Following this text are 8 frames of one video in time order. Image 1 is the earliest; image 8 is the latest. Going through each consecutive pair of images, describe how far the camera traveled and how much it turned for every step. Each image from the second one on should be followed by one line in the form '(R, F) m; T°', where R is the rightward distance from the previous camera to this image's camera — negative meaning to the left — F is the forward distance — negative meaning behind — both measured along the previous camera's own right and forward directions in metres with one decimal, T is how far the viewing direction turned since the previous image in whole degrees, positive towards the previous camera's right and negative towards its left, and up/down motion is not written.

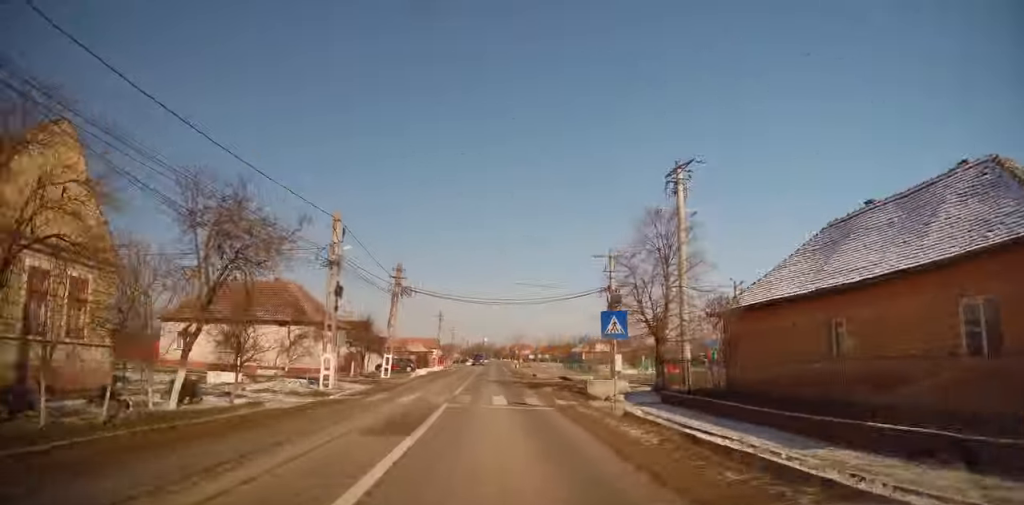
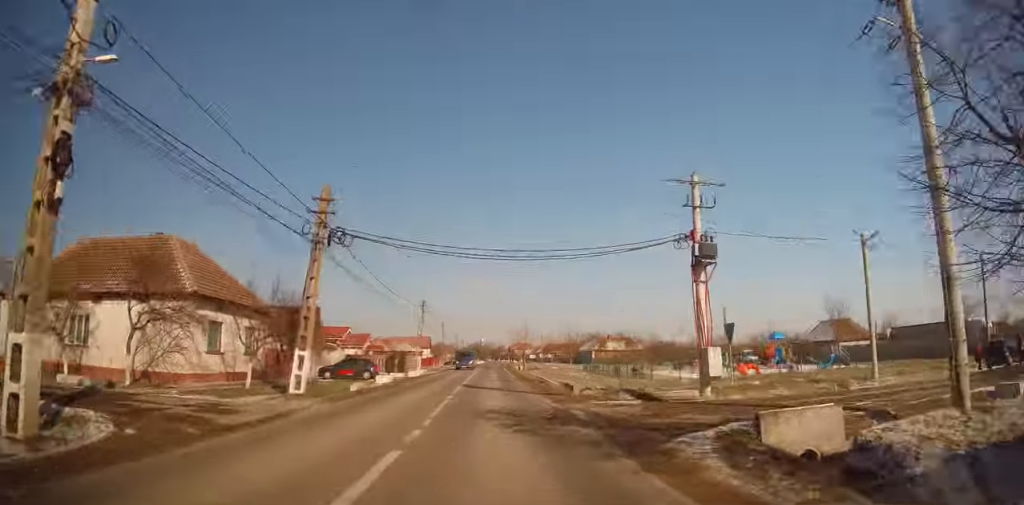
(+0.2, +17.8) m; 0°
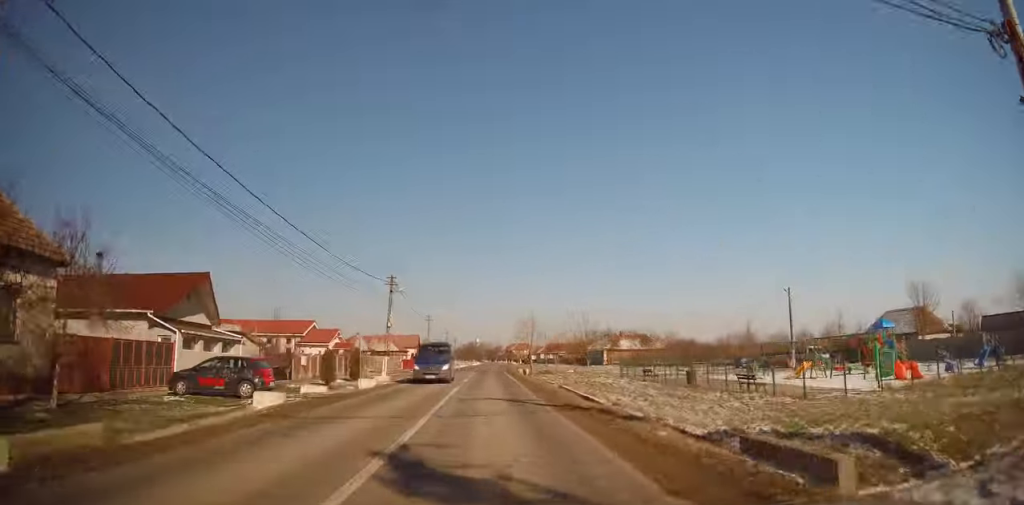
(-0.1, +17.7) m; 0°
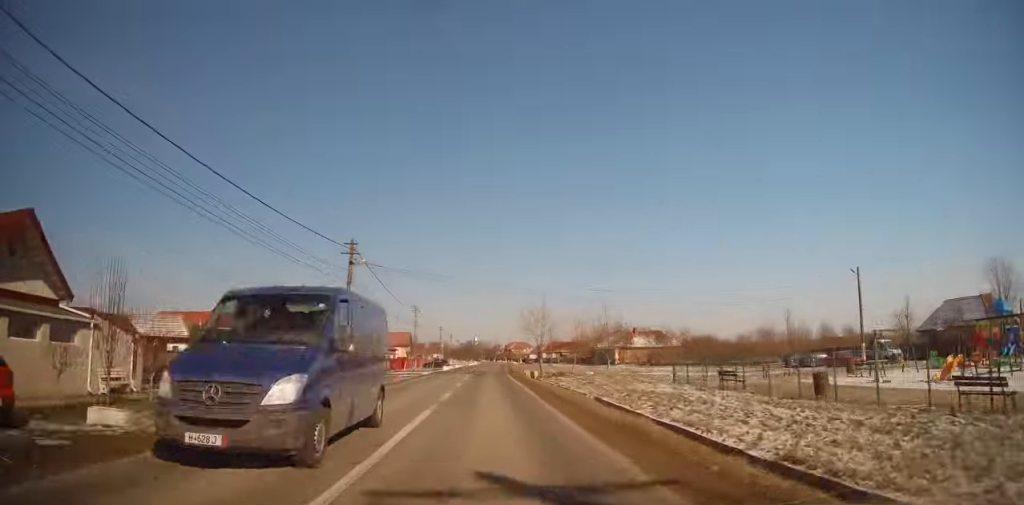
(0.0, +12.1) m; 0°
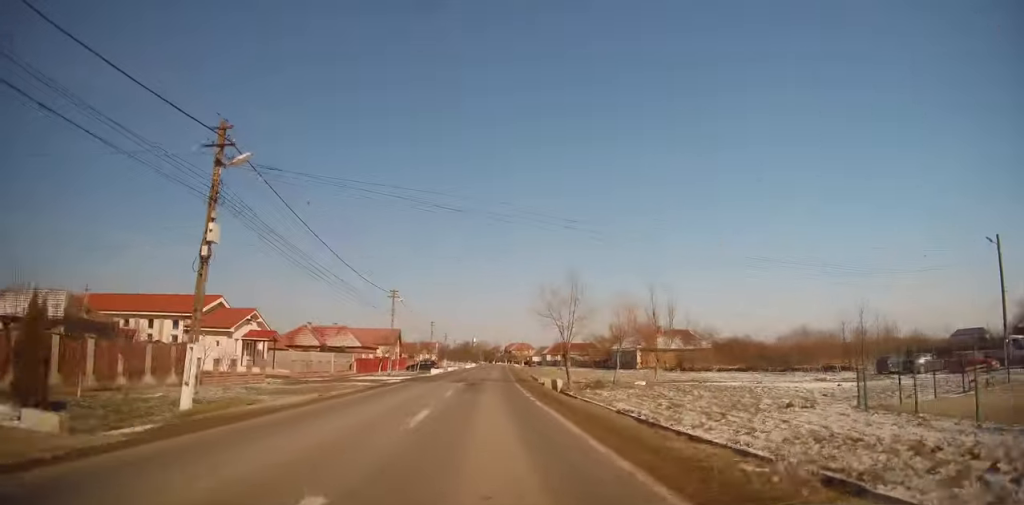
(+0.1, +15.7) m; +1°
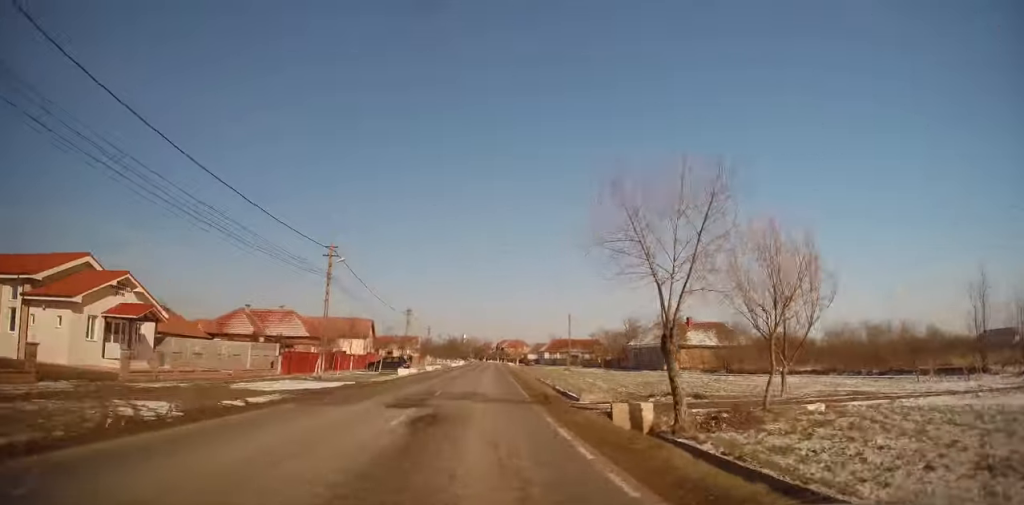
(+0.1, +18.2) m; -1°
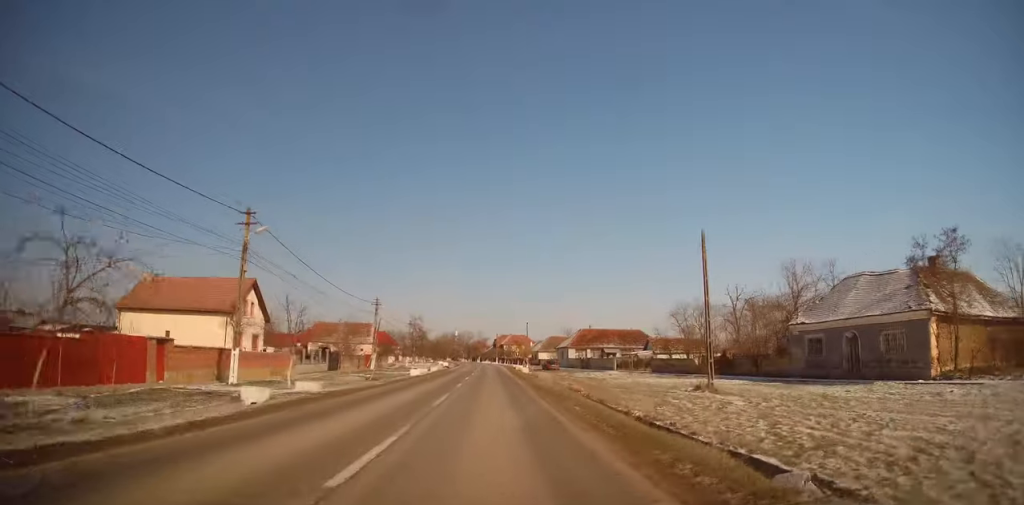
(+0.9, +46.4) m; +2°
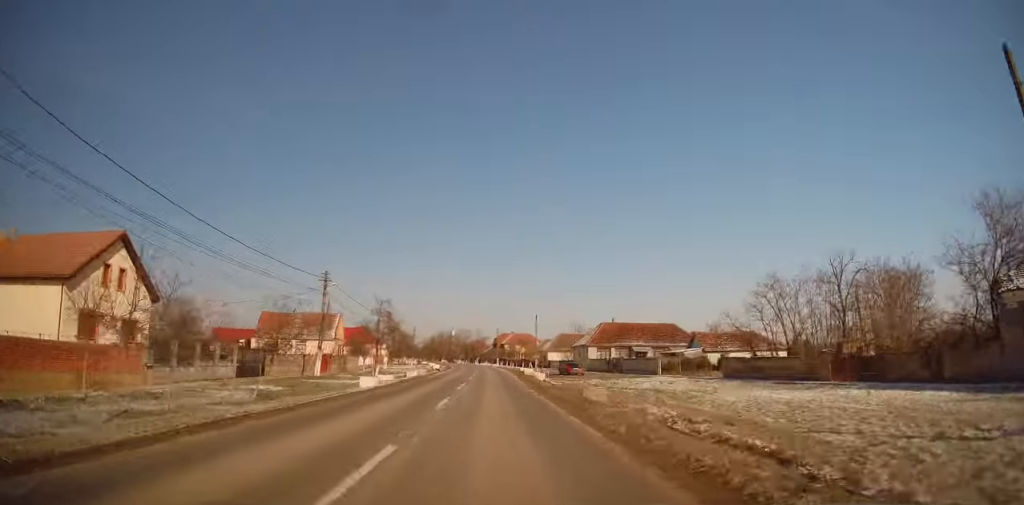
(-0.3, +19.0) m; 0°
